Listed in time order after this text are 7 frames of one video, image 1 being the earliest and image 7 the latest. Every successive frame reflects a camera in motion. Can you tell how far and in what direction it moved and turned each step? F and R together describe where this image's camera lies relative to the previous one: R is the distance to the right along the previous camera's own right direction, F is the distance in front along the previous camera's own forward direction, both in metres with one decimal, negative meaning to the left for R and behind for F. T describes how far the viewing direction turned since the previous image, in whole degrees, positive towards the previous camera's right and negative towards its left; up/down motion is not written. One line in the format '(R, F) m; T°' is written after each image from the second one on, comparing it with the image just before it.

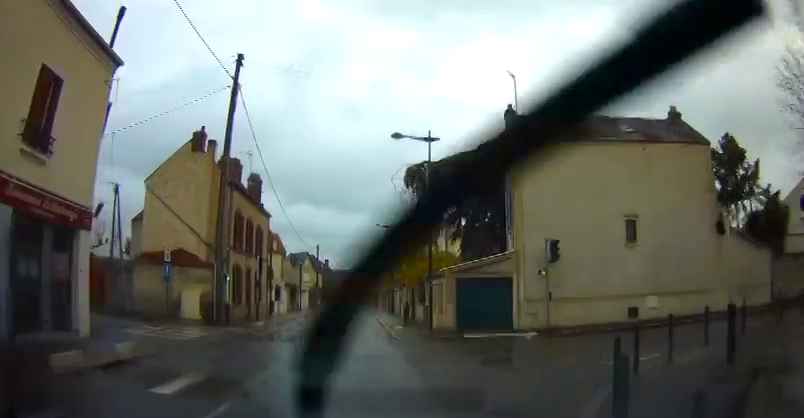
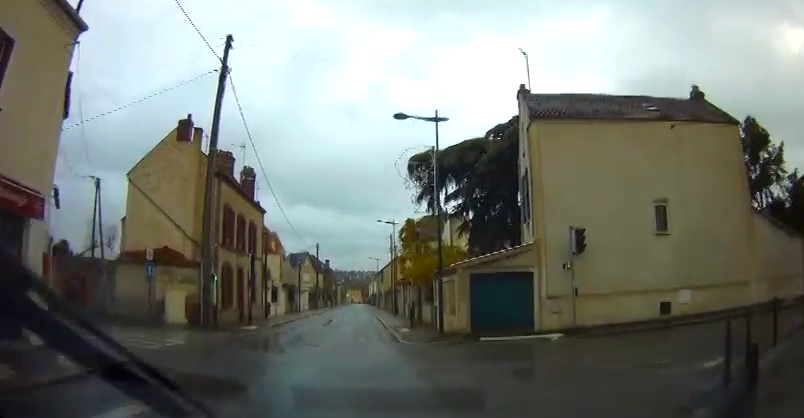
(0.0, +2.3) m; -2°
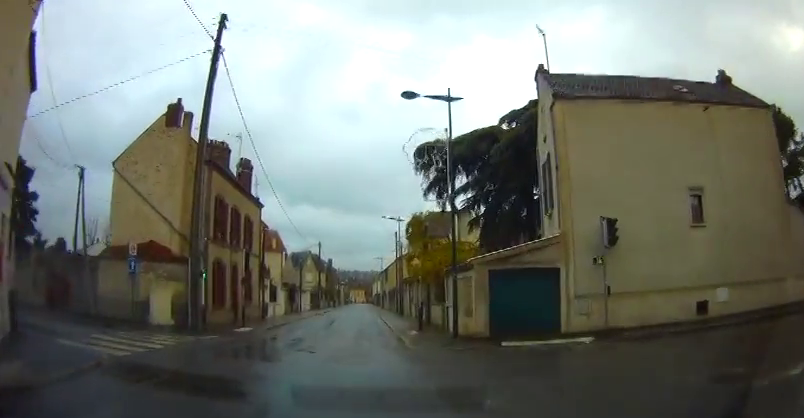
(-0.1, +2.1) m; -2°
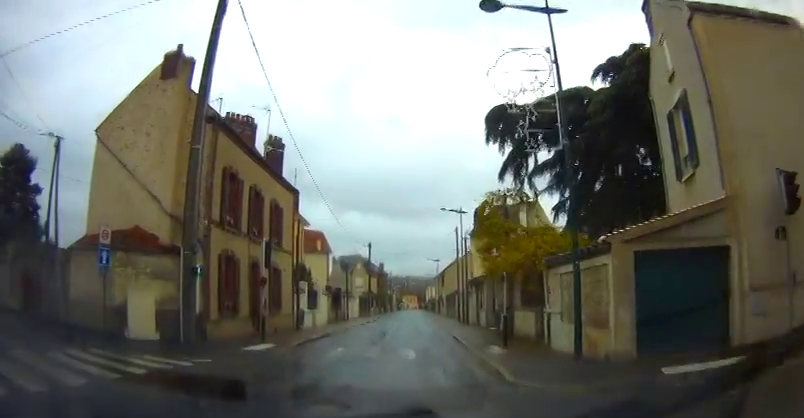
(-0.3, +5.9) m; -5°
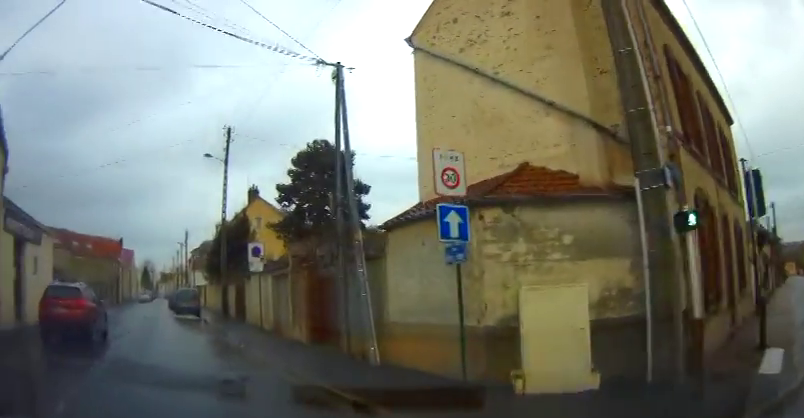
(-2.0, +7.4) m; -42°
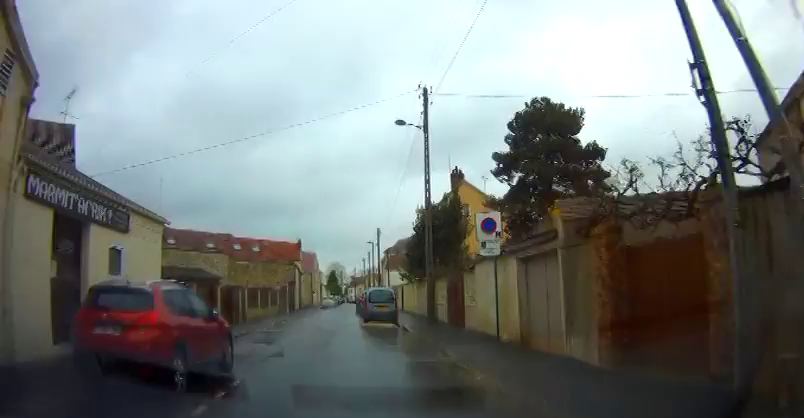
(-1.5, +5.6) m; -22°
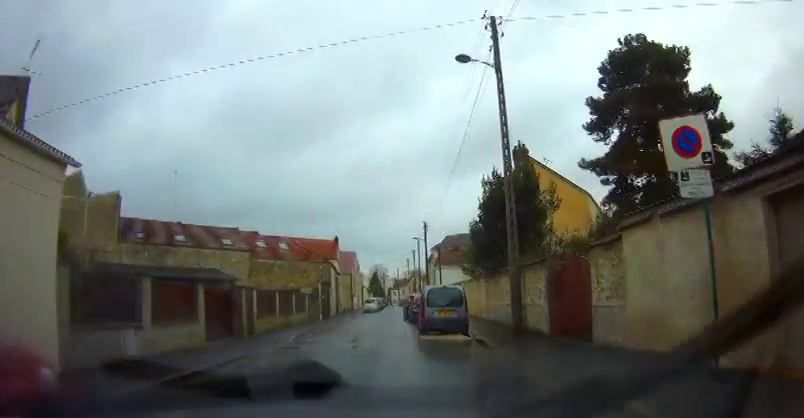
(-0.5, +6.2) m; -5°
